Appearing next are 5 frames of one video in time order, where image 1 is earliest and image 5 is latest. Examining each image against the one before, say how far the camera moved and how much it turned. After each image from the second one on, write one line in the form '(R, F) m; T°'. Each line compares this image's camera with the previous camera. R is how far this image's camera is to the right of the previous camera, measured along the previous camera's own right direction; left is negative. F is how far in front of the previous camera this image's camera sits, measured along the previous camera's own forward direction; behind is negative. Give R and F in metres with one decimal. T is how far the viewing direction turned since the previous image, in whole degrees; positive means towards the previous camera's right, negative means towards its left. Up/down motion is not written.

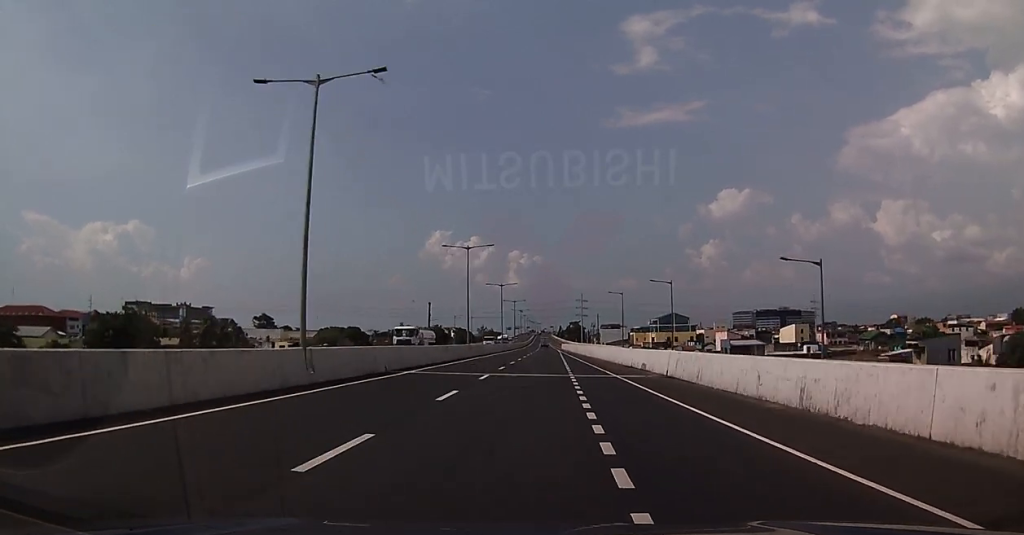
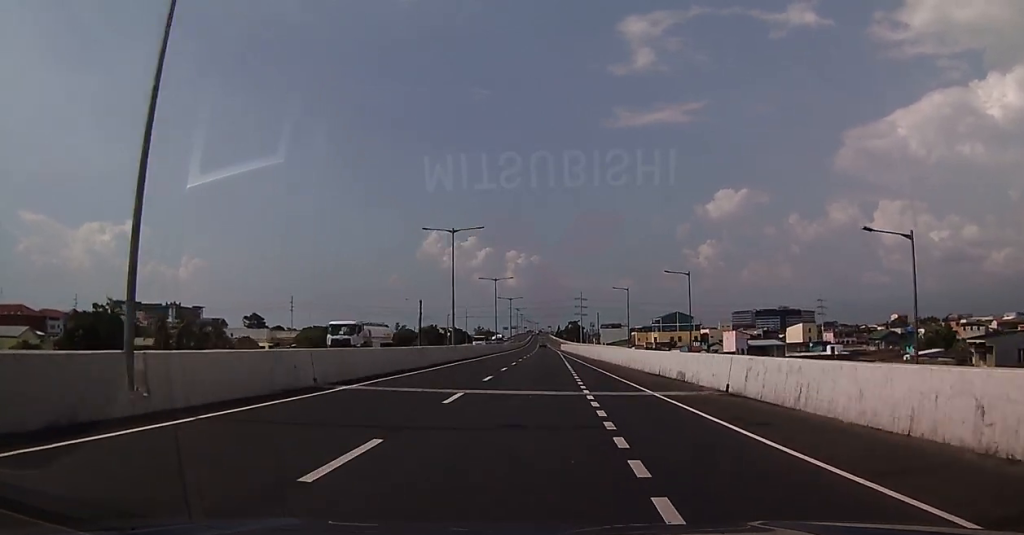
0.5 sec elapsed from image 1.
(0.0, +9.7) m; 0°
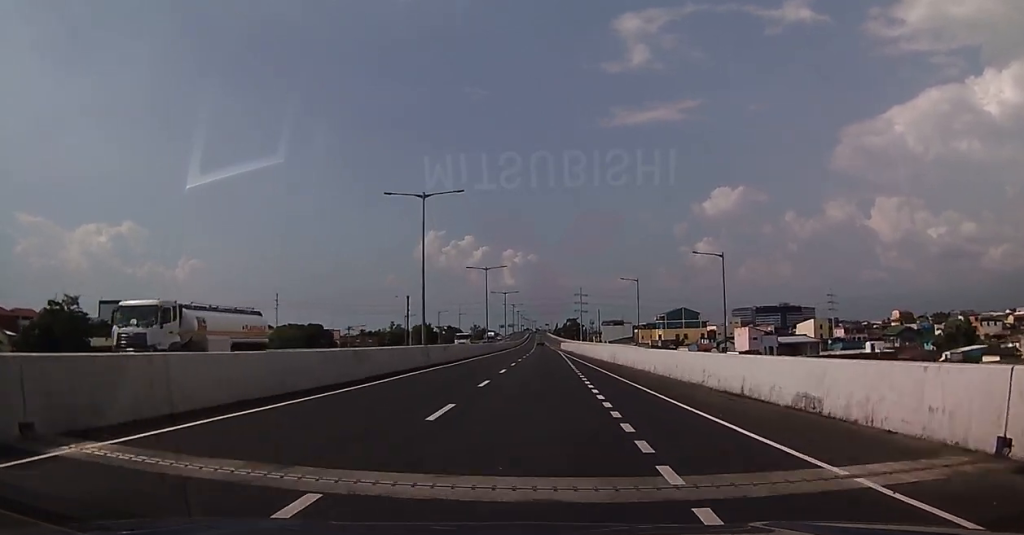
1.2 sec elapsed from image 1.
(-0.1, +12.7) m; +1°
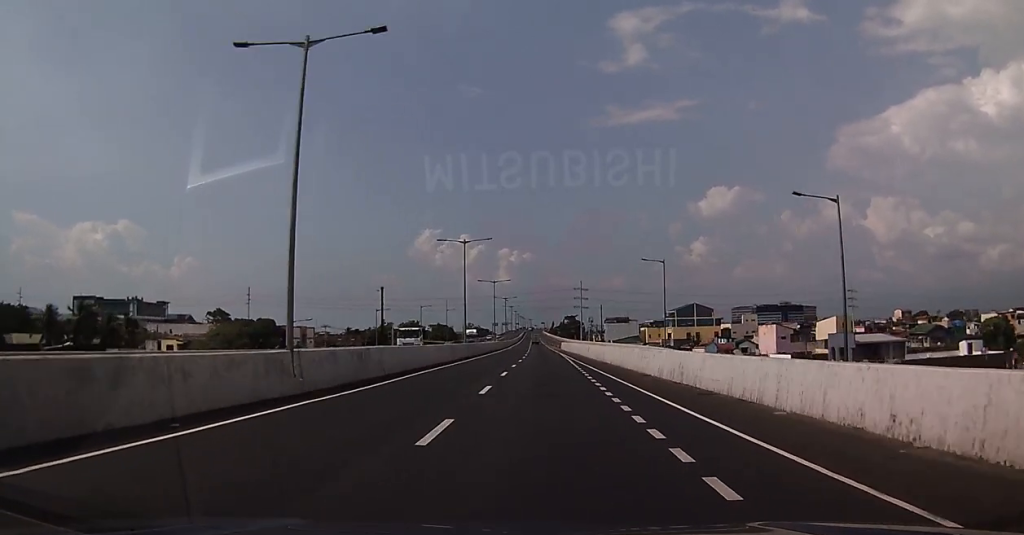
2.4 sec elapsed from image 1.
(+0.5, +21.3) m; 0°
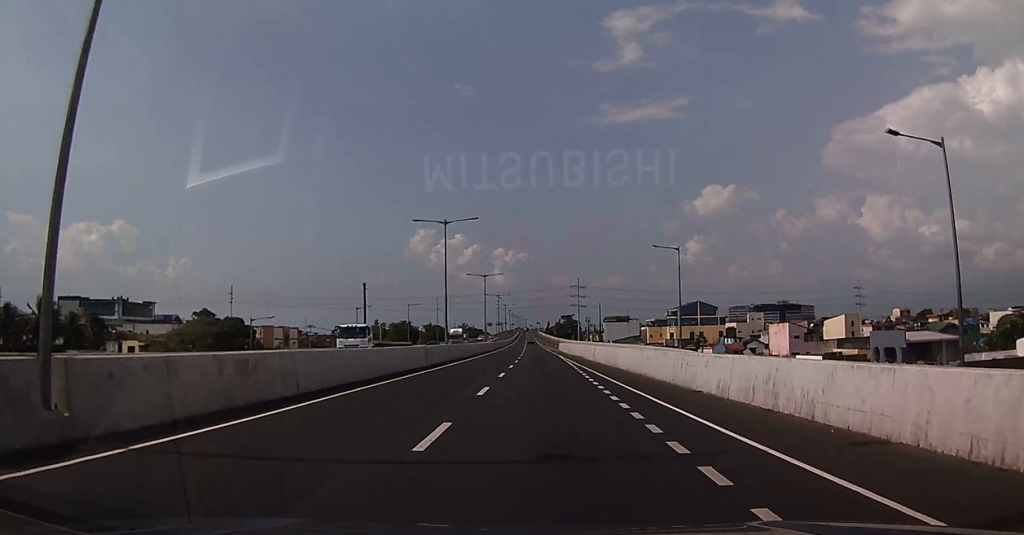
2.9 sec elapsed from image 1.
(-0.3, +9.8) m; -1°
